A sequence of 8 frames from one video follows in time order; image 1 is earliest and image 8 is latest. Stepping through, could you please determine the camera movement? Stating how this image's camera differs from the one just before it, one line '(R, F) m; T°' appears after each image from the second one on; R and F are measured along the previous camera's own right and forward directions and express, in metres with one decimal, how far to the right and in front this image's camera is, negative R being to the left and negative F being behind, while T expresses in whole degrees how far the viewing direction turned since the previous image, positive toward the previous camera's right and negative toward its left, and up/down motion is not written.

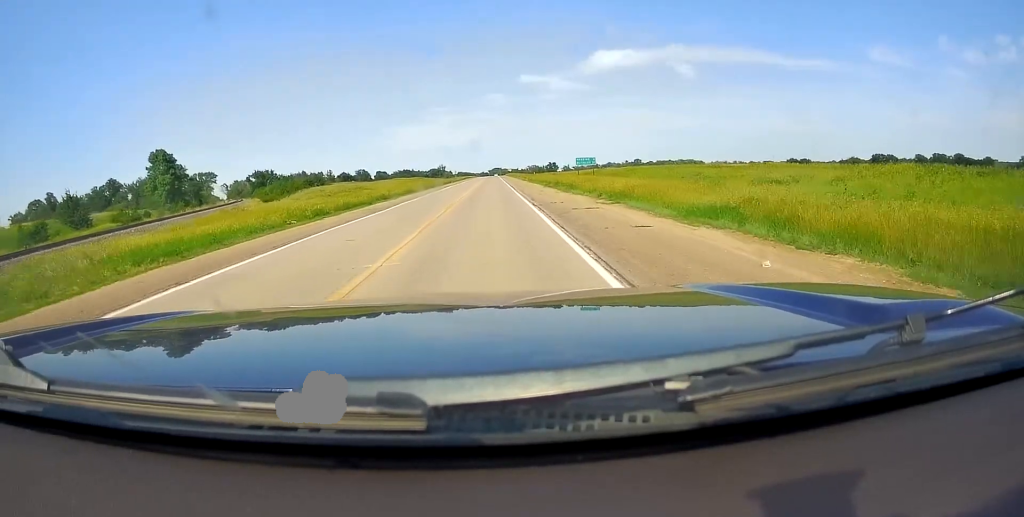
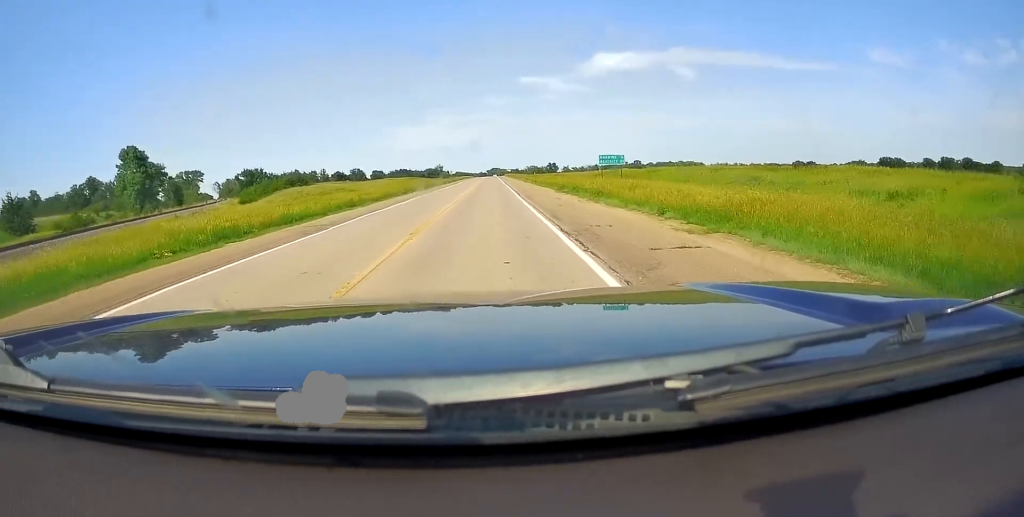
(0.0, +10.3) m; 0°
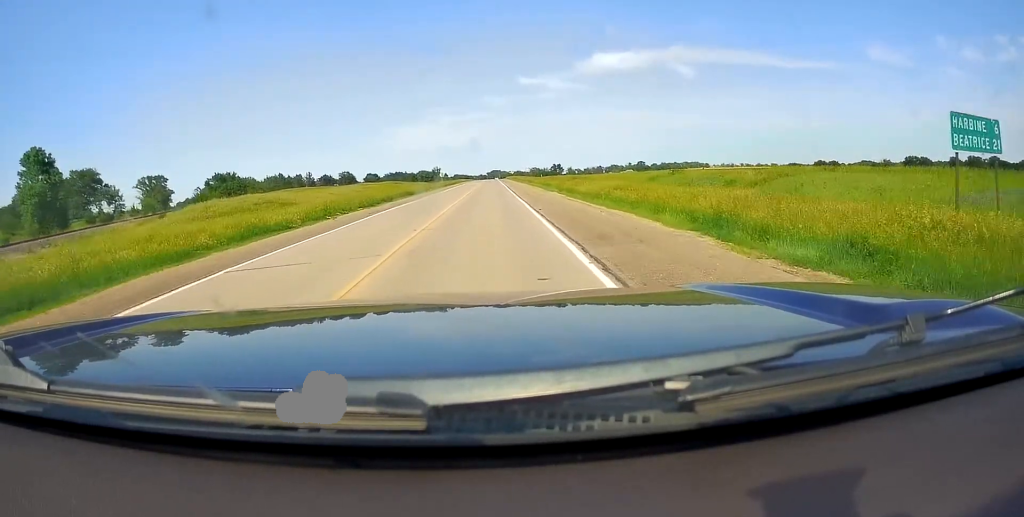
(-0.2, +27.2) m; -1°
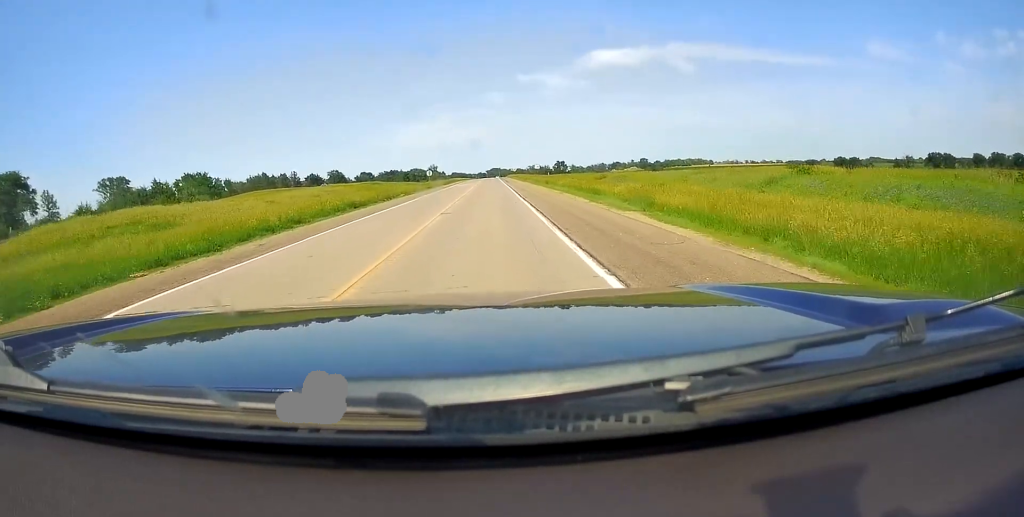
(-0.1, +23.1) m; 0°
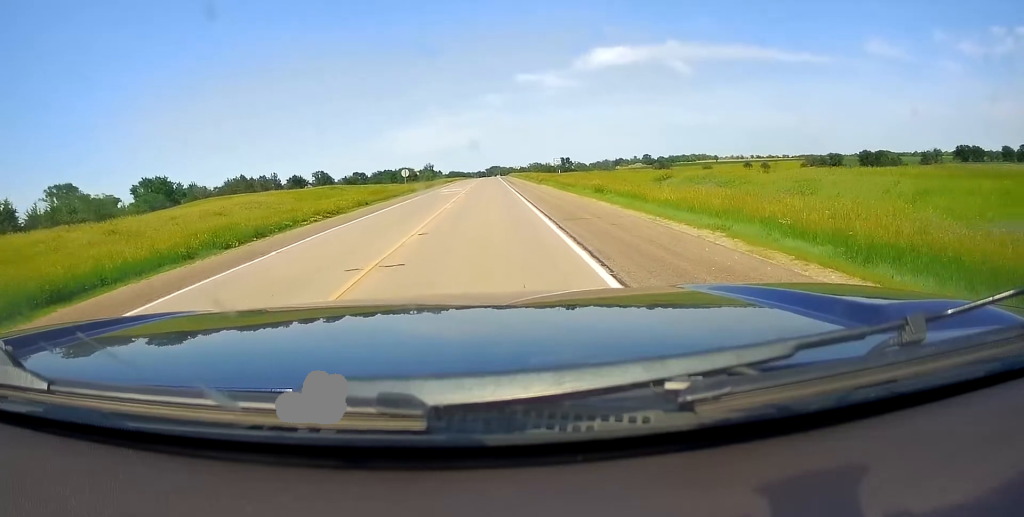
(-0.1, +27.1) m; 0°
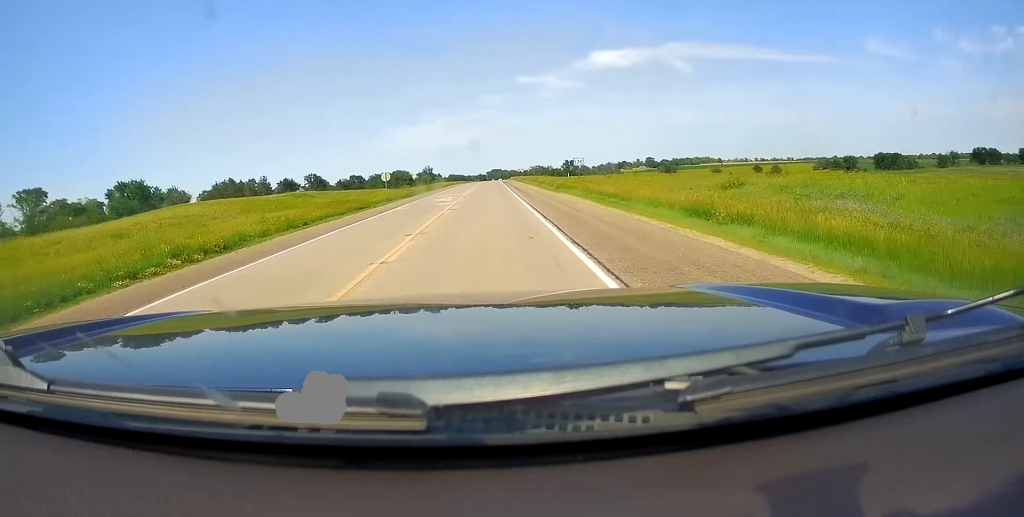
(-0.1, +14.1) m; 0°
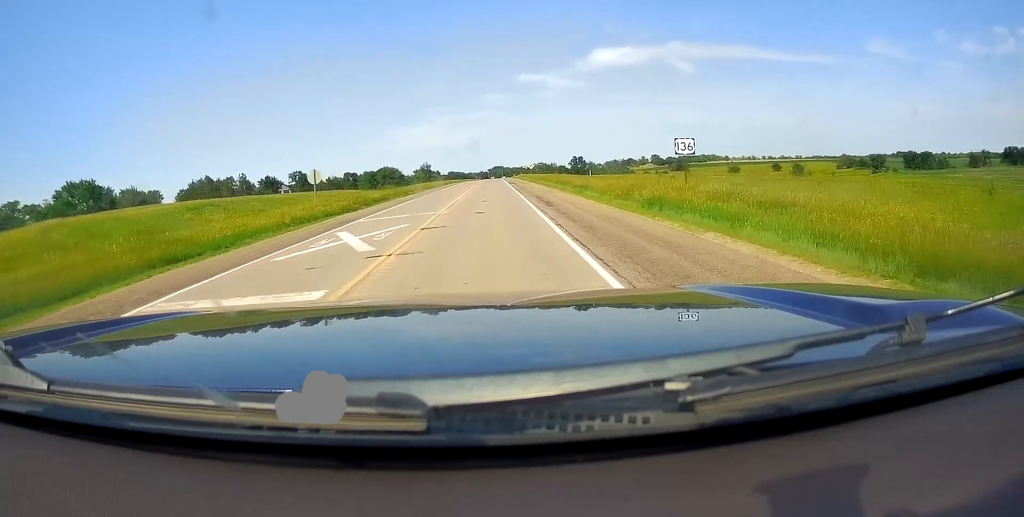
(+0.3, +25.0) m; +1°
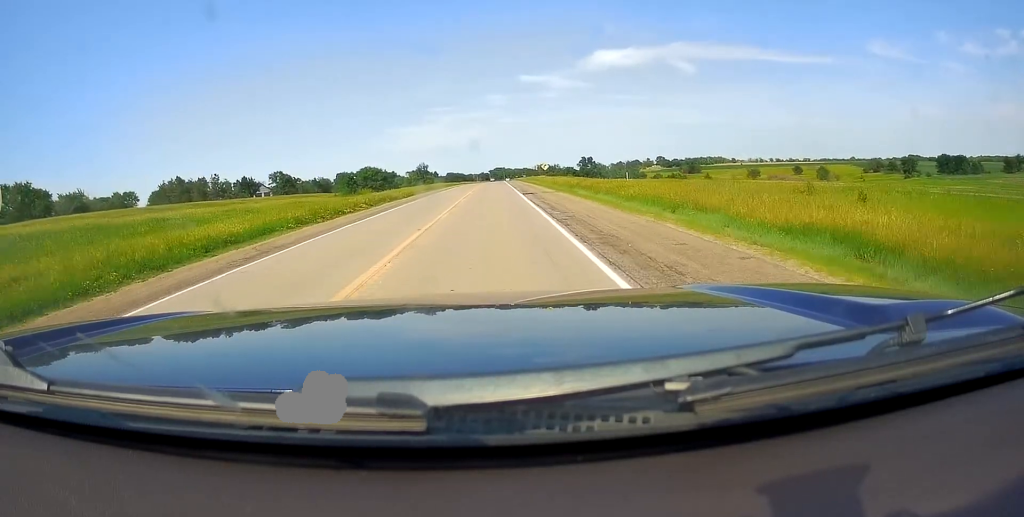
(+0.1, +25.8) m; 0°
